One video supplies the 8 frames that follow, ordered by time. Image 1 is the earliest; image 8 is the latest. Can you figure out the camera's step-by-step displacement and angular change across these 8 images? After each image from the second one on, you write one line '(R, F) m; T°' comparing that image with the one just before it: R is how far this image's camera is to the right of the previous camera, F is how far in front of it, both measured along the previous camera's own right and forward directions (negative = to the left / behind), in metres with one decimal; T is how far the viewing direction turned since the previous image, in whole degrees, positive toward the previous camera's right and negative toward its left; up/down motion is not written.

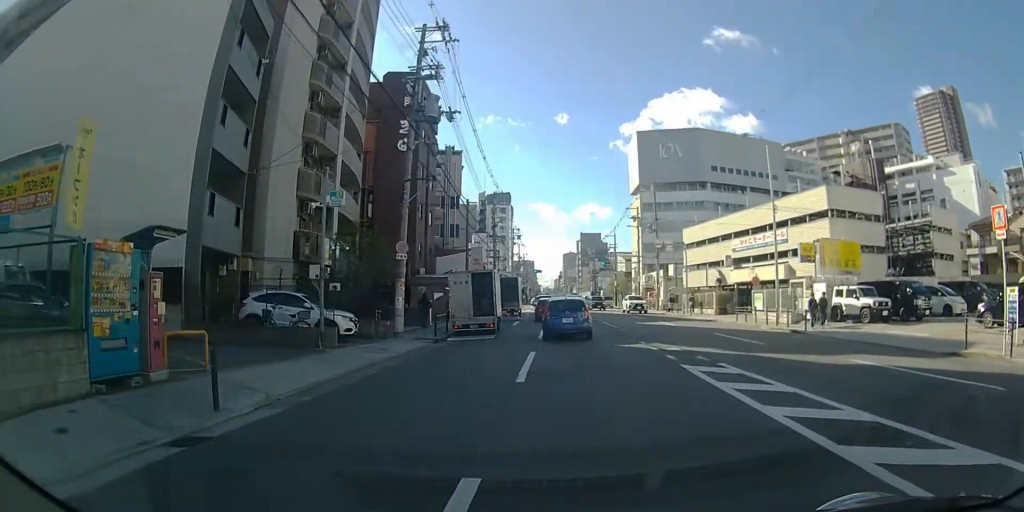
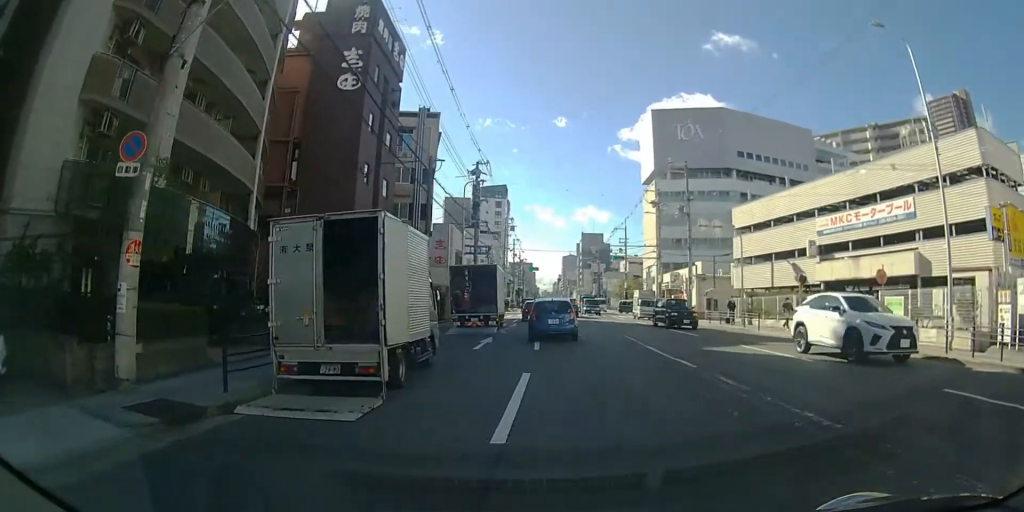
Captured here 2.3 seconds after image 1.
(-0.5, +11.9) m; -6°
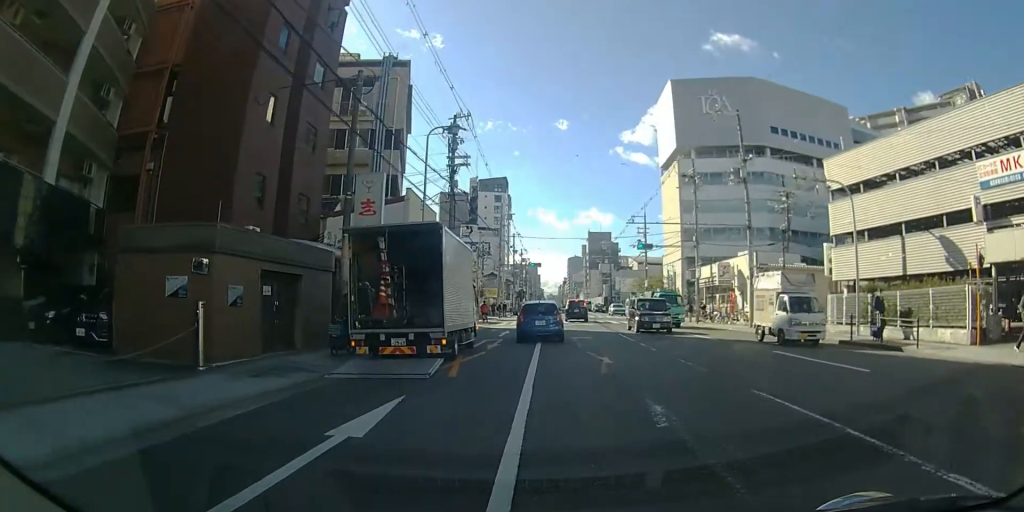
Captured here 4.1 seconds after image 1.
(-0.1, +10.9) m; -1°
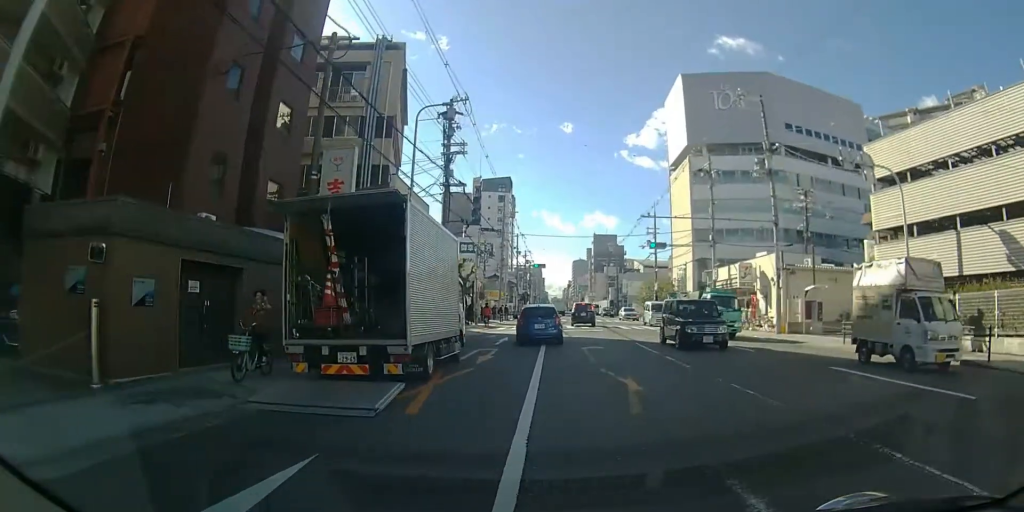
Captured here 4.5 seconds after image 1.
(0.0, +2.9) m; 0°
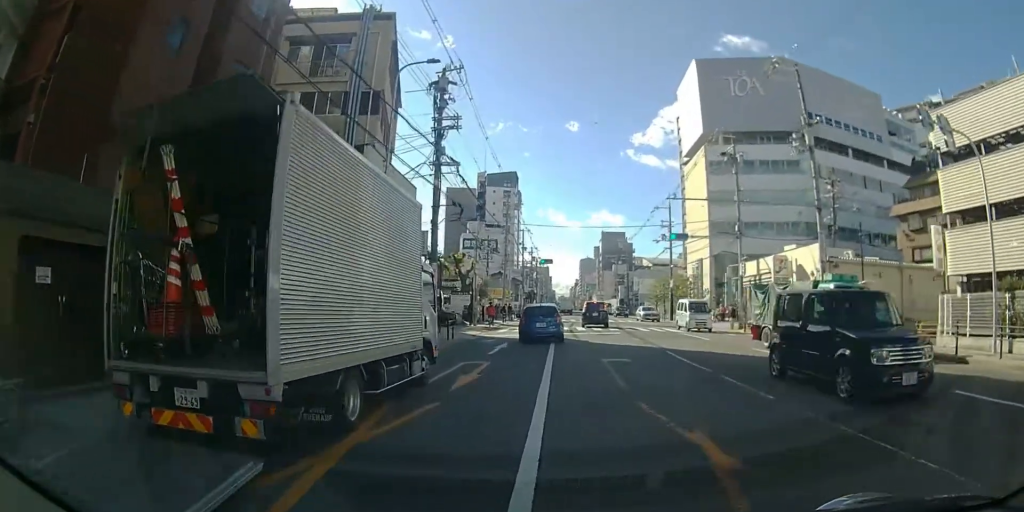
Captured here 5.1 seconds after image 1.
(0.0, +3.9) m; 0°
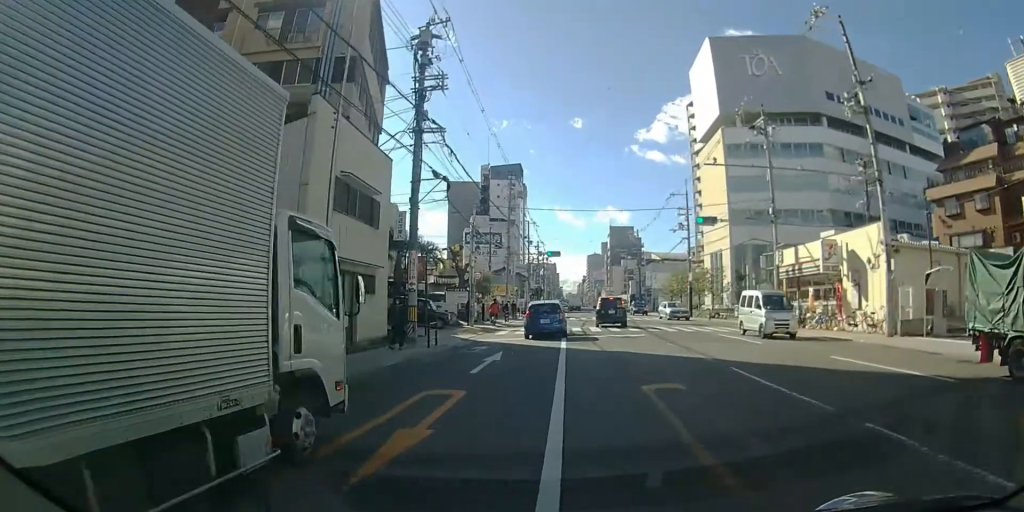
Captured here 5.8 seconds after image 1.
(0.0, +4.3) m; 0°
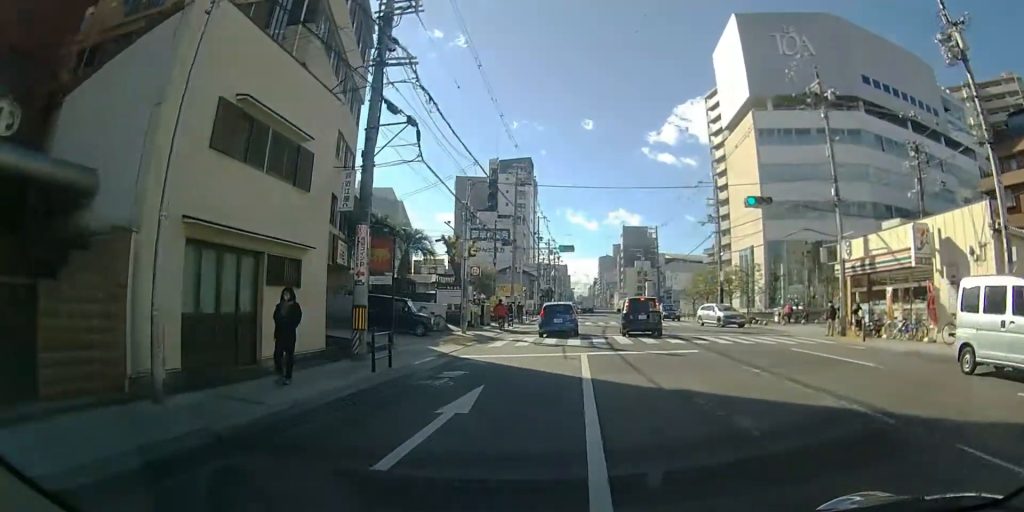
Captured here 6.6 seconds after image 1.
(0.0, +5.7) m; 0°
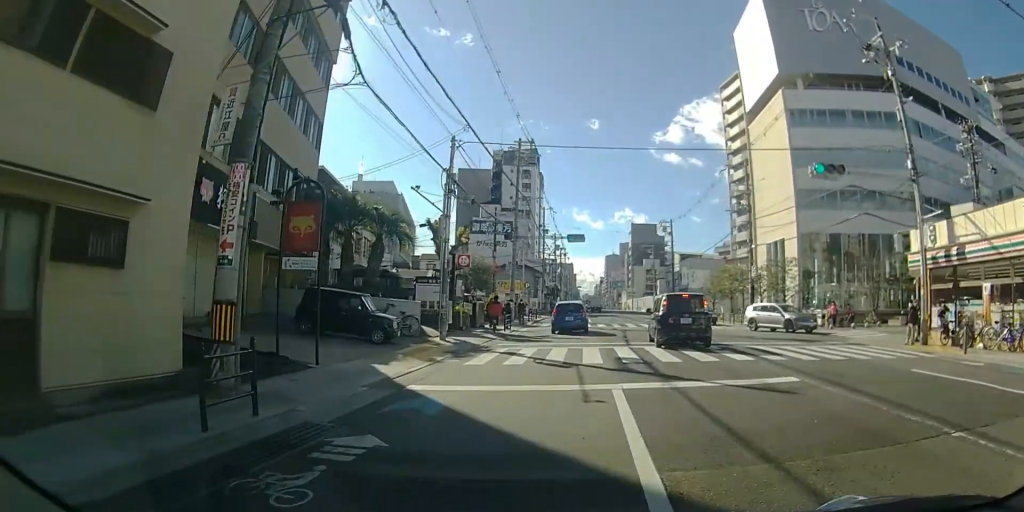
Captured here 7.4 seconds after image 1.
(0.0, +5.2) m; 0°
